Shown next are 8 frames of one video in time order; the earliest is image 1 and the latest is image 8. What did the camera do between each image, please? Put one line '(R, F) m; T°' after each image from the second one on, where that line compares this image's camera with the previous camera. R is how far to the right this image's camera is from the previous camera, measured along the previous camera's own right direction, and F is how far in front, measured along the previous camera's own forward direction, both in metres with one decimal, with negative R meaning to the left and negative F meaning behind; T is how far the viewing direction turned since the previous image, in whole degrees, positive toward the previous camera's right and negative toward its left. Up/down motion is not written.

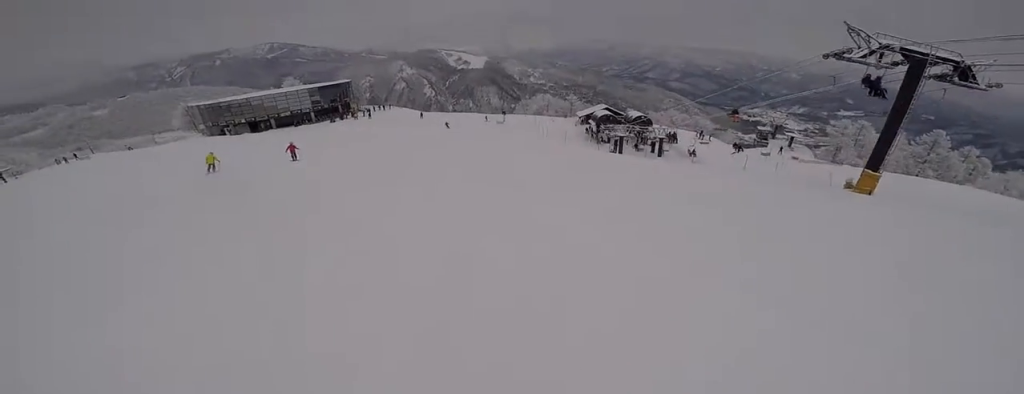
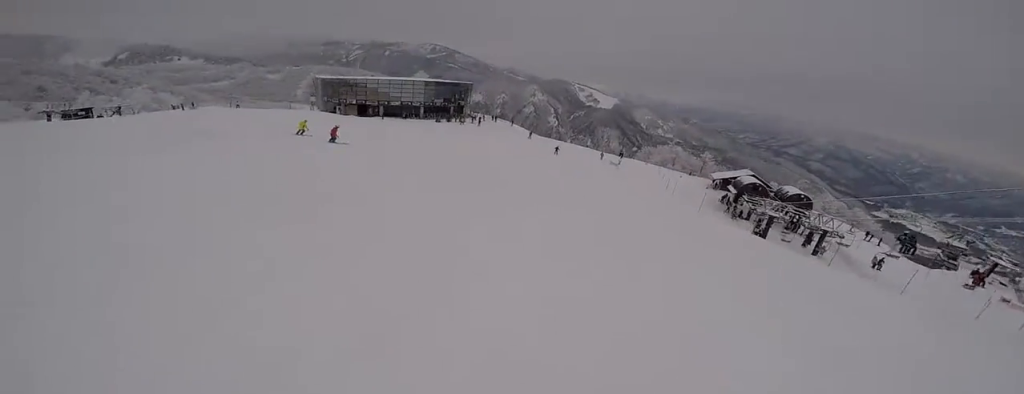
(+0.2, +12.5) m; -4°
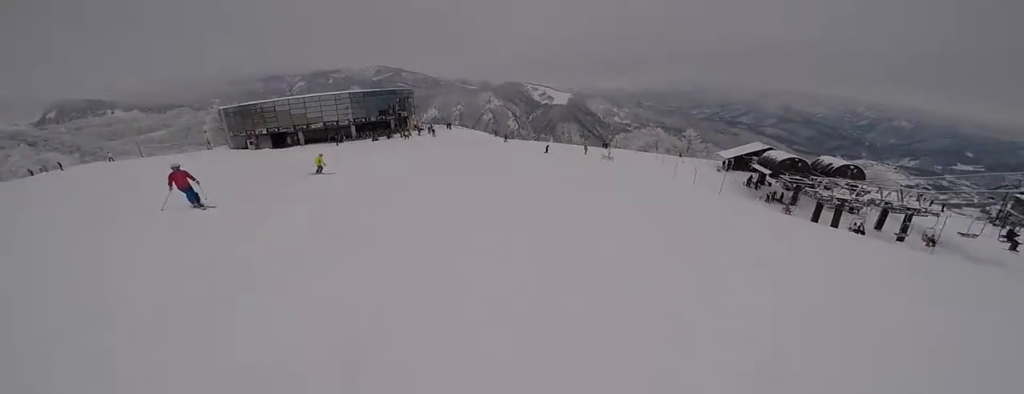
(-0.9, +14.5) m; +4°
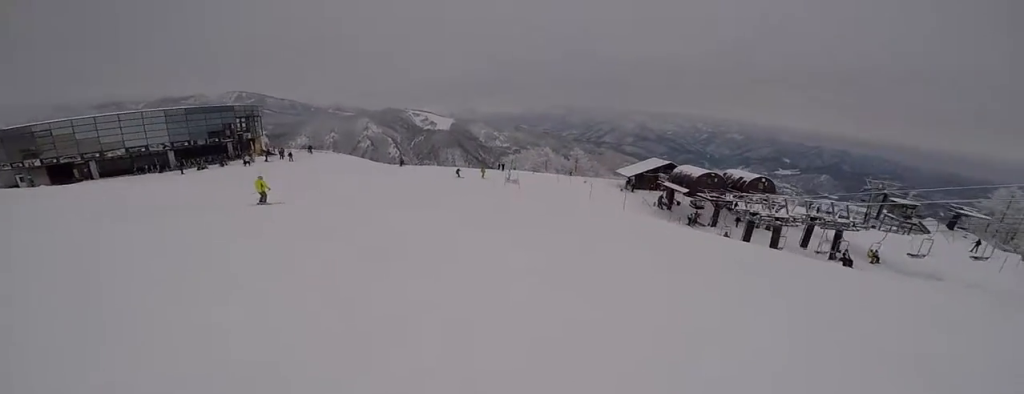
(+1.2, +9.6) m; +3°
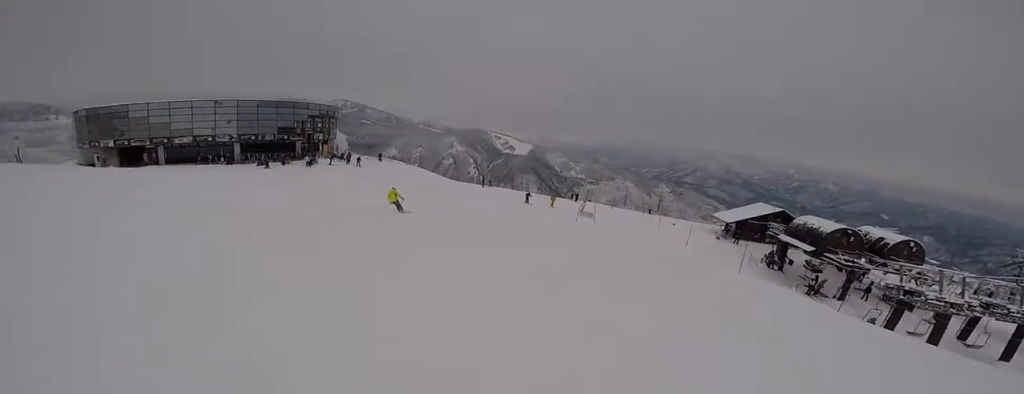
(+0.4, +6.6) m; -4°
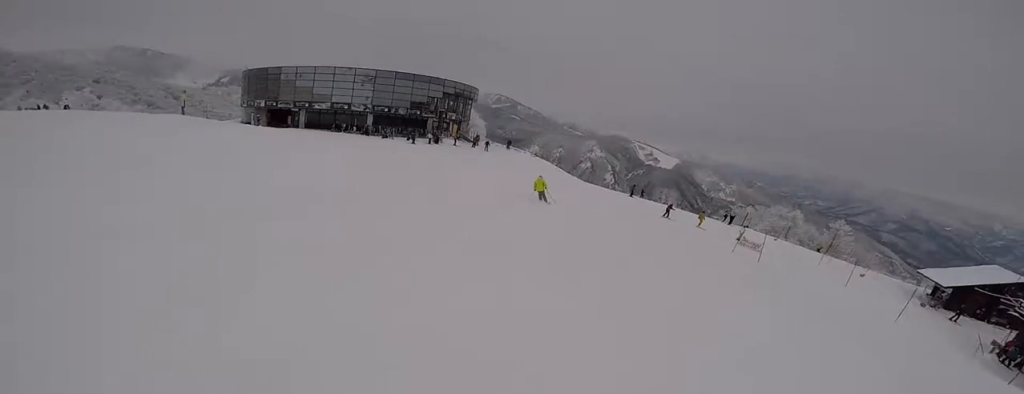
(-1.8, +6.2) m; -6°
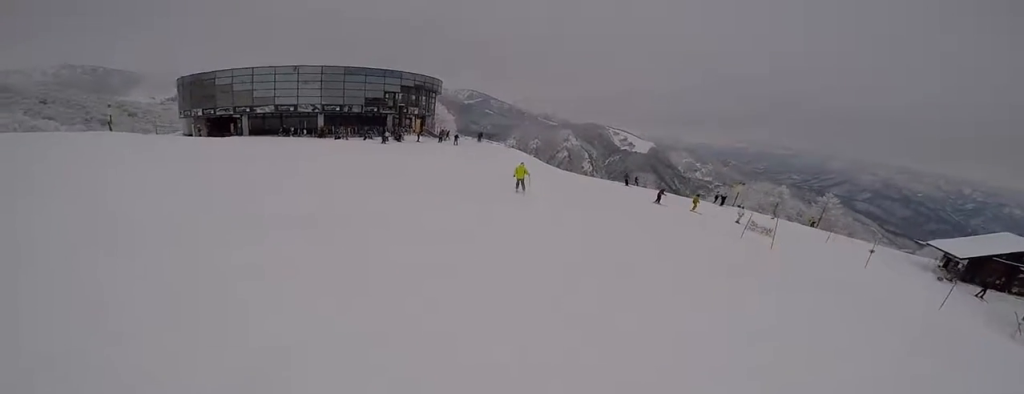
(+0.6, +3.3) m; +2°
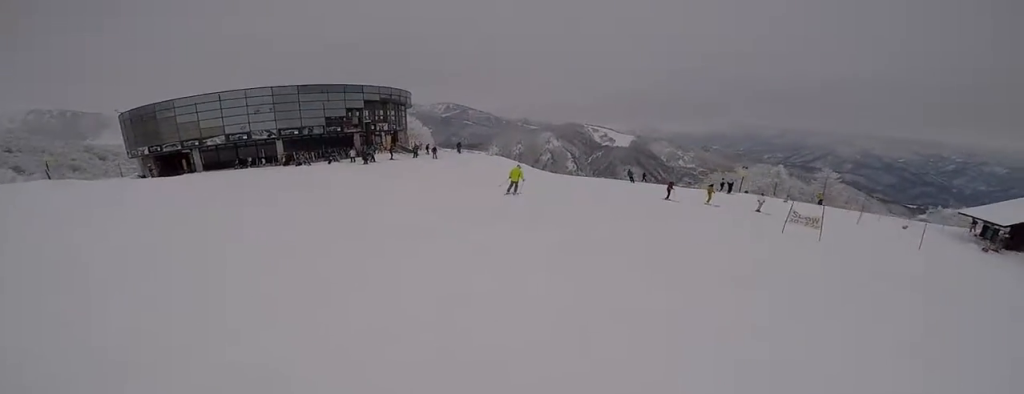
(+0.6, +3.7) m; +2°
